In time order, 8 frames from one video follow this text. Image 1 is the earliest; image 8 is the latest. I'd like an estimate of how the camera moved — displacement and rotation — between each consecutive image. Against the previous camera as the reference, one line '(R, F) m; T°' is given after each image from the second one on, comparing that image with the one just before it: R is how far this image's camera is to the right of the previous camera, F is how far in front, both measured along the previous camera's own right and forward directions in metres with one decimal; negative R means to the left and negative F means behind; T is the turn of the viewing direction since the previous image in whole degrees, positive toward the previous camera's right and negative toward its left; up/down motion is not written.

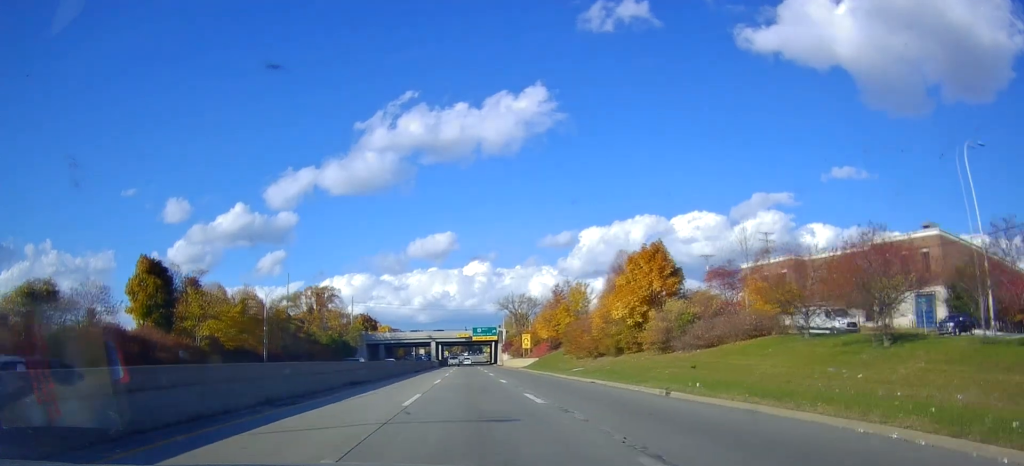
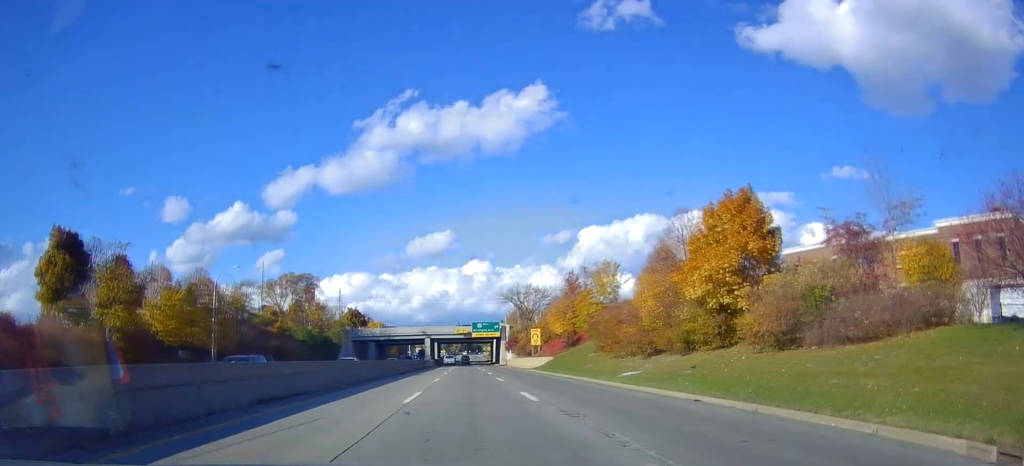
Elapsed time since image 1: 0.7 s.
(+0.6, +14.4) m; 0°
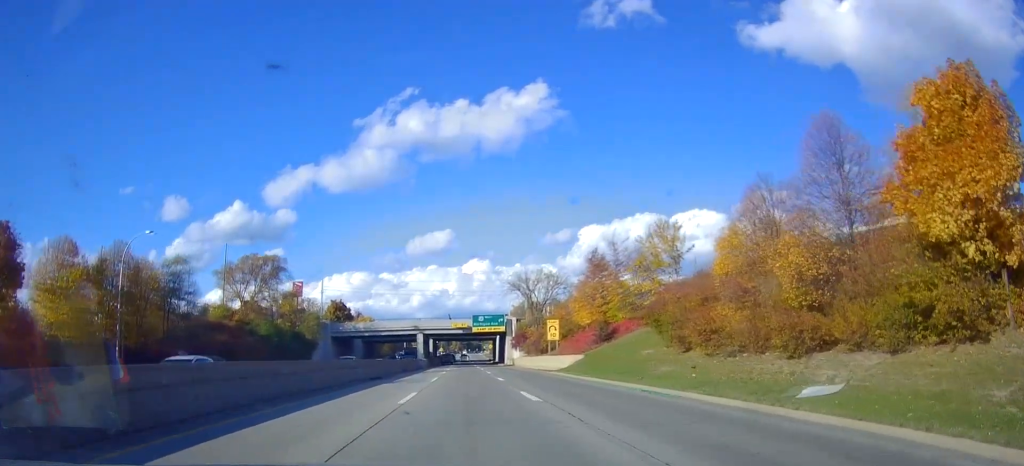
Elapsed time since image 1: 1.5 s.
(+0.1, +16.4) m; -1°
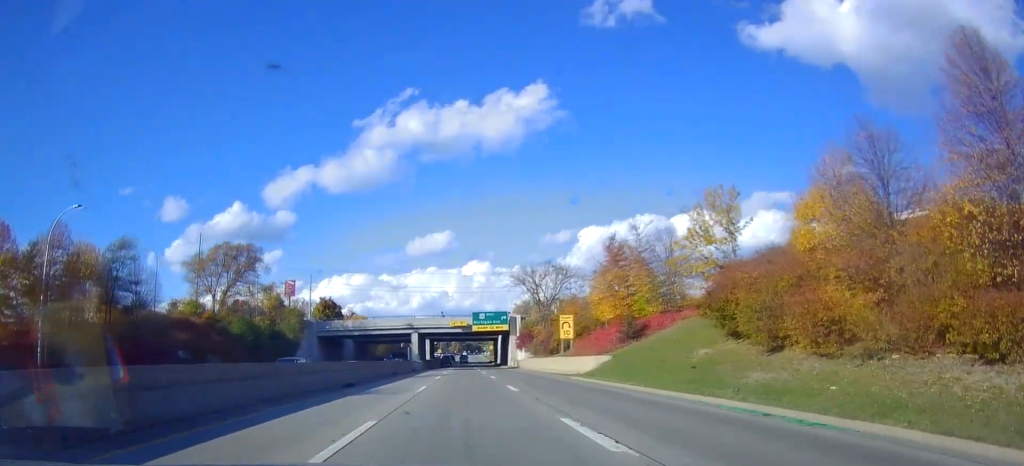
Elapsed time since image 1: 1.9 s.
(-0.4, +8.9) m; -1°
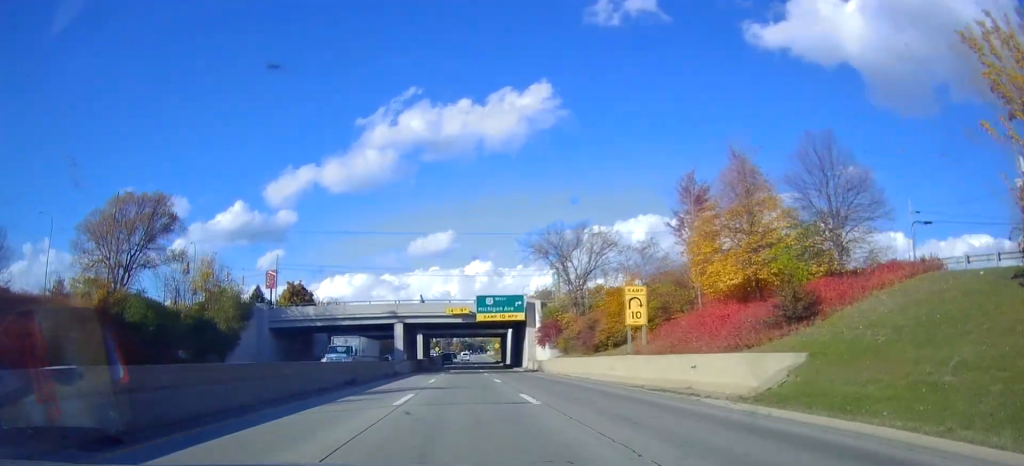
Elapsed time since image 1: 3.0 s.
(0.0, +21.8) m; +2°
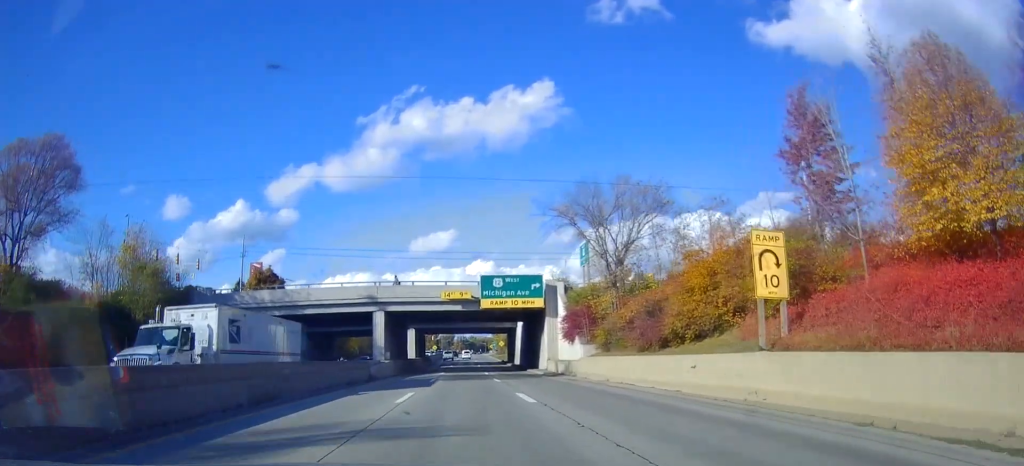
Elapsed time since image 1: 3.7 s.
(+0.5, +15.0) m; 0°
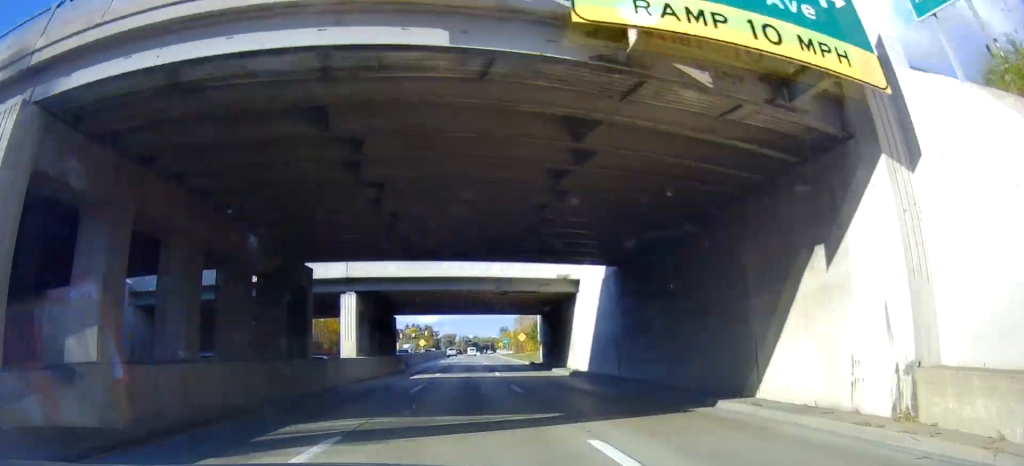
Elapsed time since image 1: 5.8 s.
(-0.3, +42.1) m; 0°
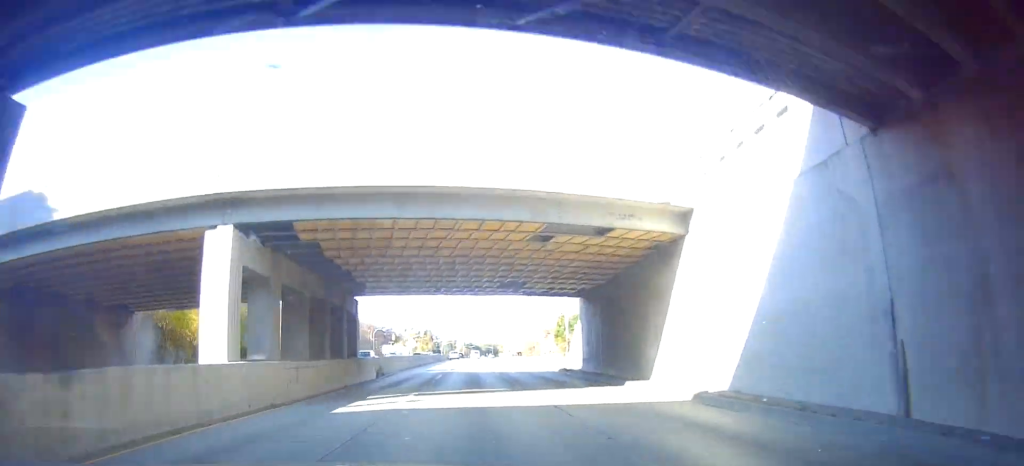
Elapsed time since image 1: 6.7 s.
(-0.3, +19.2) m; 0°
